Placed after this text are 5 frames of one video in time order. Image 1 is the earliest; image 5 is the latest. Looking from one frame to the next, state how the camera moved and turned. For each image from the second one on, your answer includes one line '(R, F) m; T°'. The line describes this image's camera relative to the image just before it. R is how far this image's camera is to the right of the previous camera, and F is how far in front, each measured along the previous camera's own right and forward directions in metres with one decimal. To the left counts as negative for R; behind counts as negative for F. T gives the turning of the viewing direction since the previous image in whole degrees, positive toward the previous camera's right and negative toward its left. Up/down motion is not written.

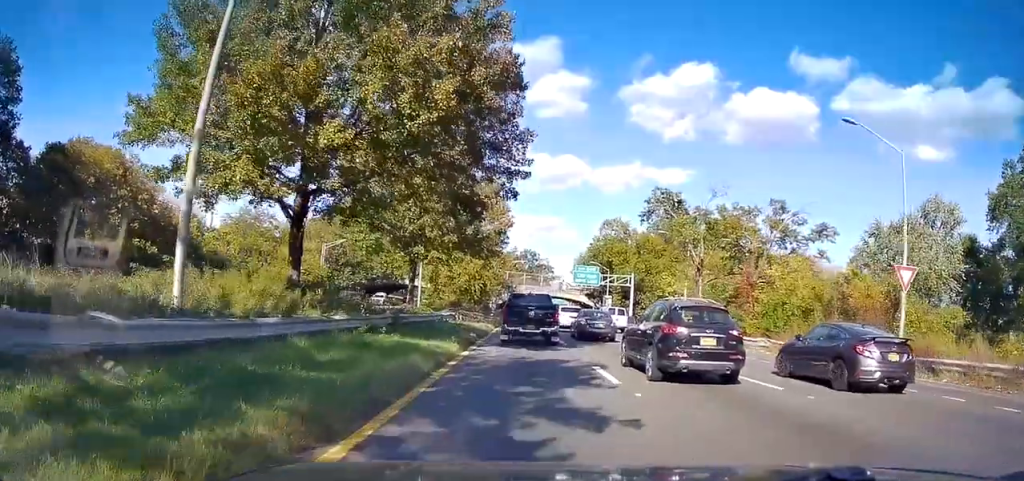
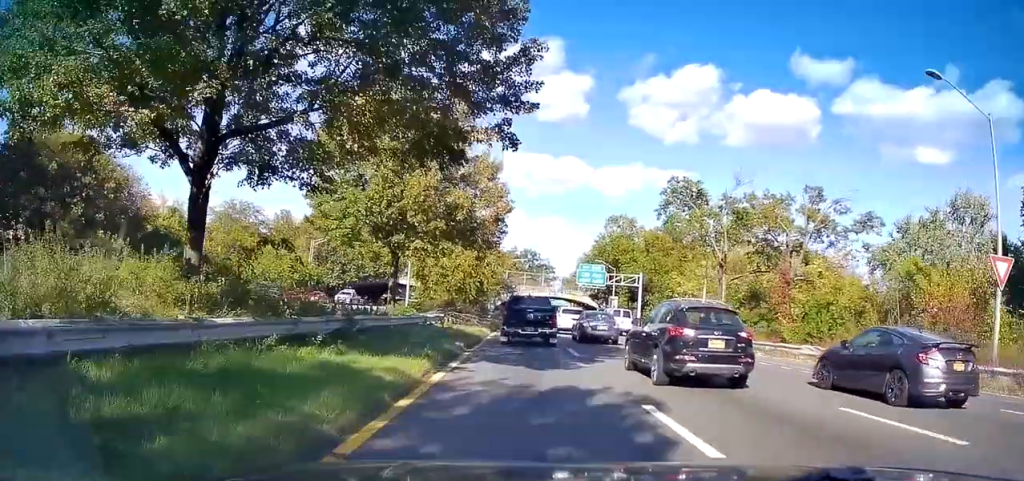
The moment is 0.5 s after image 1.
(+0.3, +5.5) m; 0°
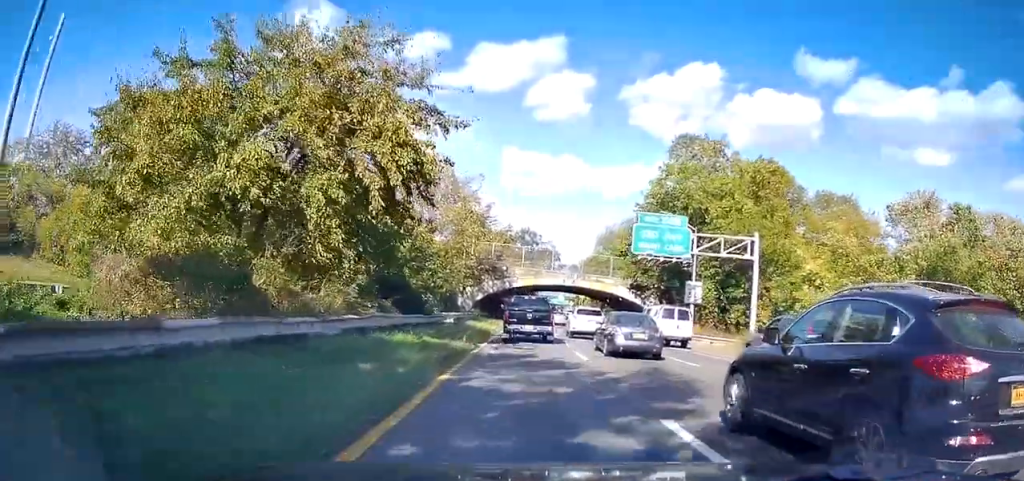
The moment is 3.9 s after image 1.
(-0.7, +37.9) m; -1°
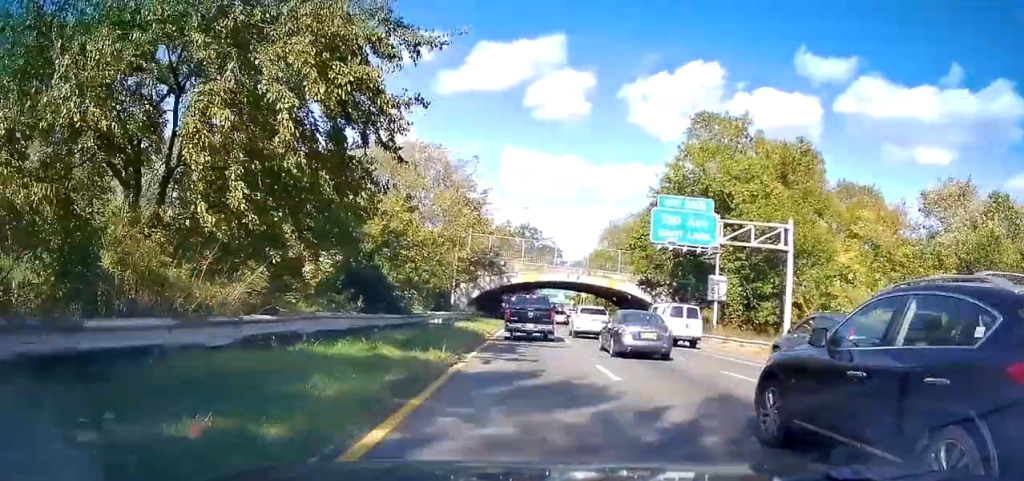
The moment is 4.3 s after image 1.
(0.0, +5.1) m; +1°
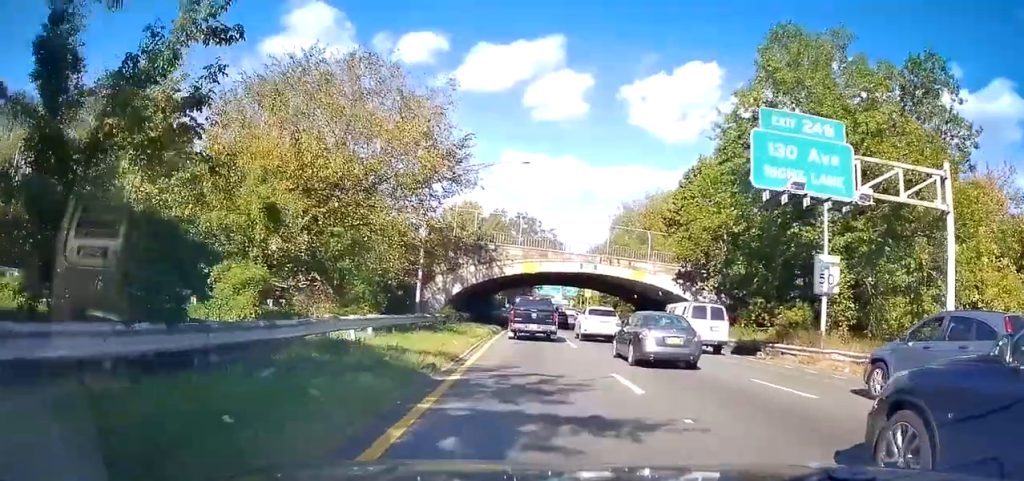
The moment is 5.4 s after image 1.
(+0.4, +14.0) m; +2°
